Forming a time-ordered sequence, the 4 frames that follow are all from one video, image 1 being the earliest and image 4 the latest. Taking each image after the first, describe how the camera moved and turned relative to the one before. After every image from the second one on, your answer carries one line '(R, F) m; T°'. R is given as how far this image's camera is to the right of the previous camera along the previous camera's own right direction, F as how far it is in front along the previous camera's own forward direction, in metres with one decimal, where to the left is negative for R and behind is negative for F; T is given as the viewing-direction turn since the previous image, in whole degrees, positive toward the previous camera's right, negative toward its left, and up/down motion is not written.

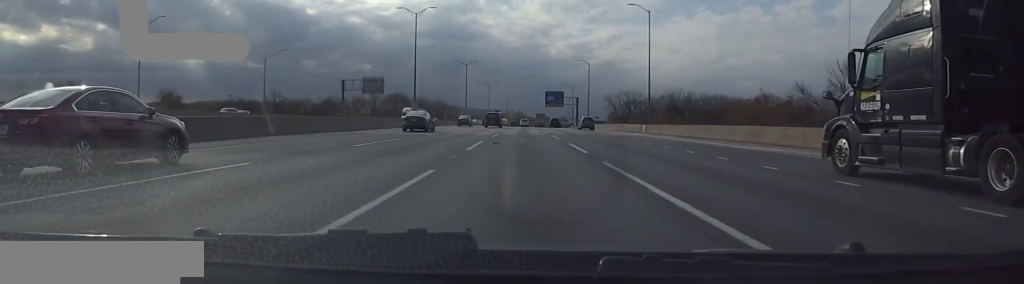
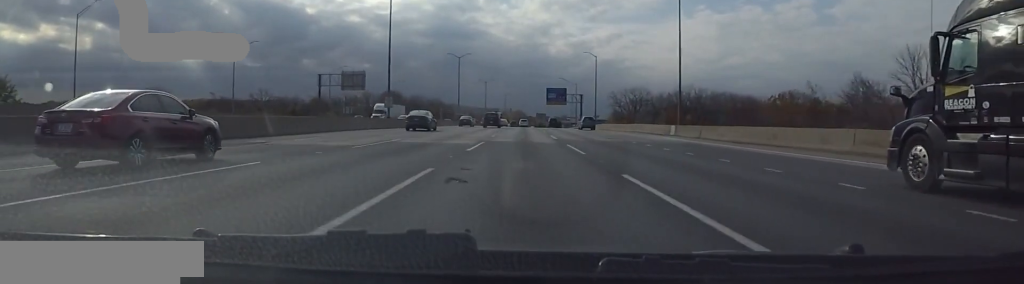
(0.0, +15.0) m; 0°
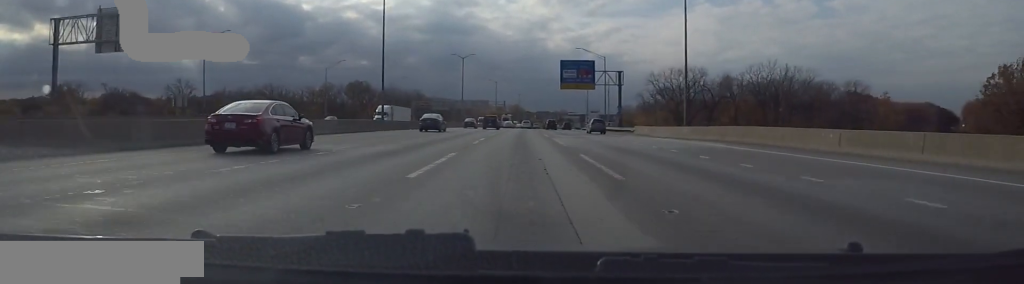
(0.0, +70.2) m; 0°
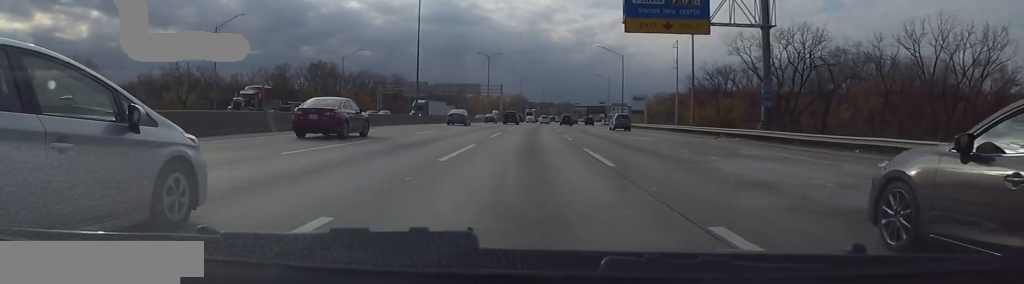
(0.0, +57.9) m; 0°
